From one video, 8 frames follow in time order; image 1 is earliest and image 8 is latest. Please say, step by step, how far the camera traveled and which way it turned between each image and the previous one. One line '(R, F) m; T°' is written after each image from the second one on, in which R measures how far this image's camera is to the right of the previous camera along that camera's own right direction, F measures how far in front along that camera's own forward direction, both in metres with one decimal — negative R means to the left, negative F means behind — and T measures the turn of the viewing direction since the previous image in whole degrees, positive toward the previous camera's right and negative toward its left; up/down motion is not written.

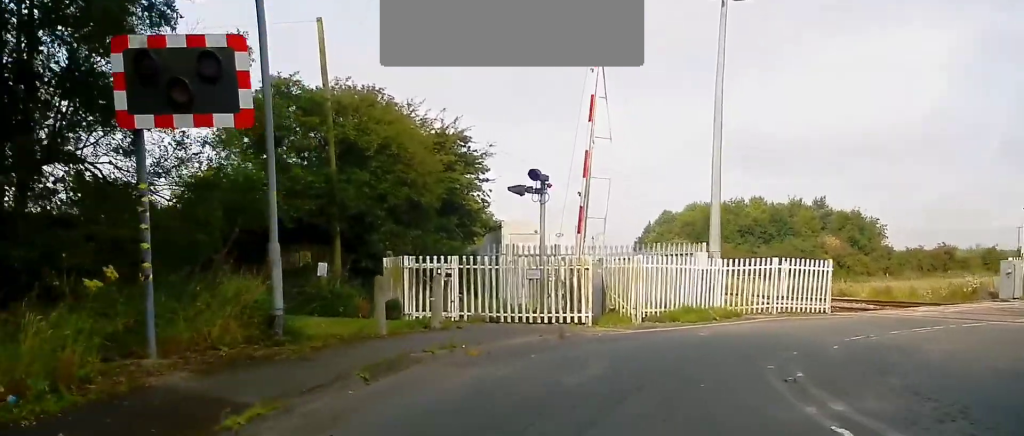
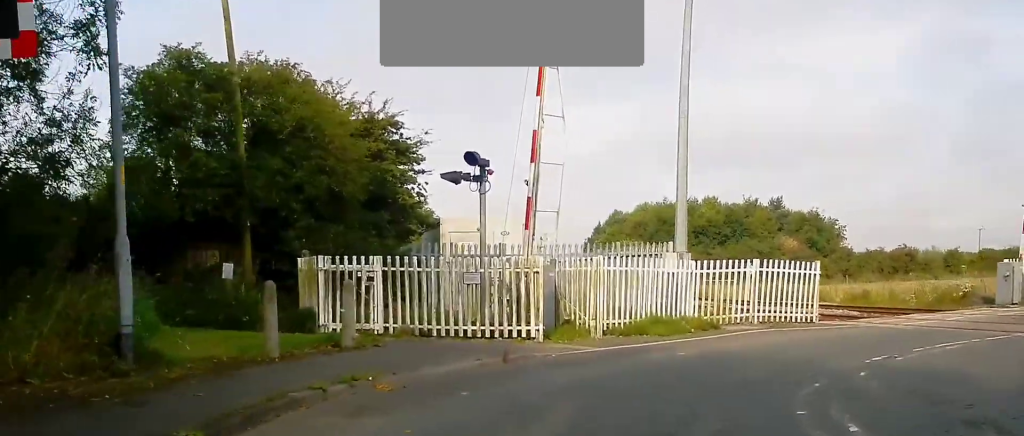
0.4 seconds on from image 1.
(0.0, +3.0) m; +3°
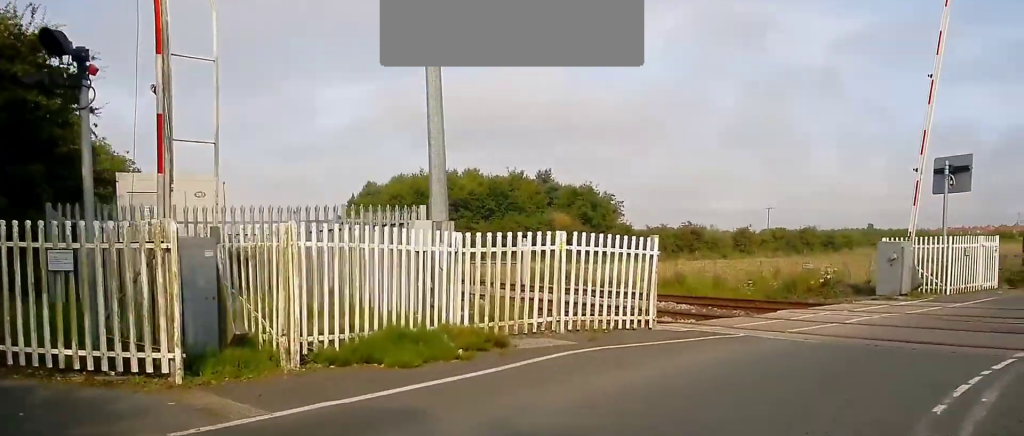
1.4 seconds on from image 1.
(+0.5, +6.8) m; +14°
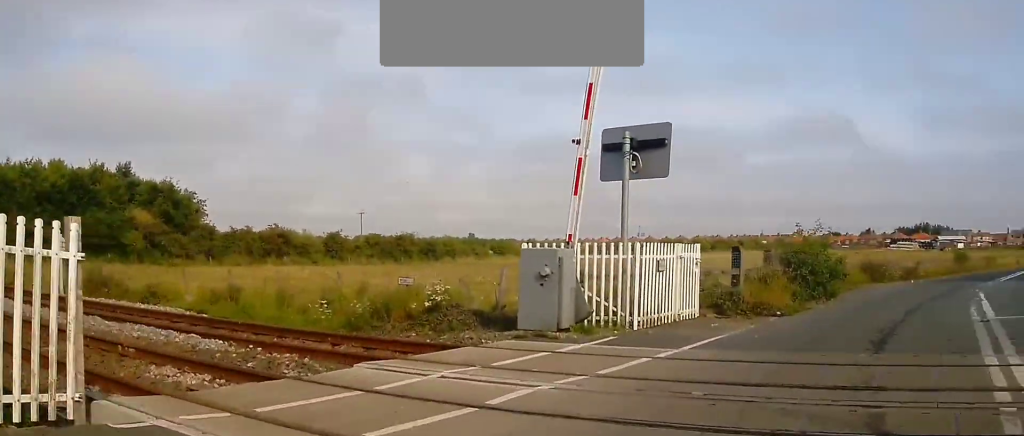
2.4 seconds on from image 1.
(+1.5, +6.8) m; +29°
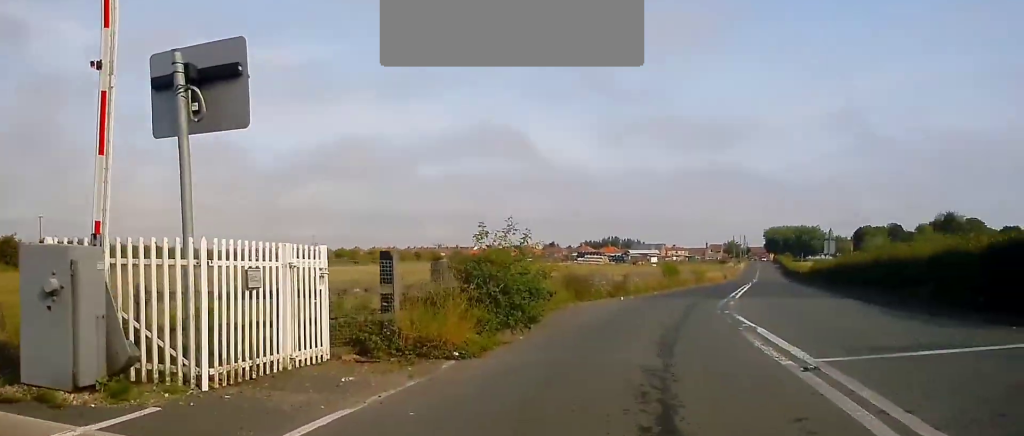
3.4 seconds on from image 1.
(+1.5, +5.5) m; +22°
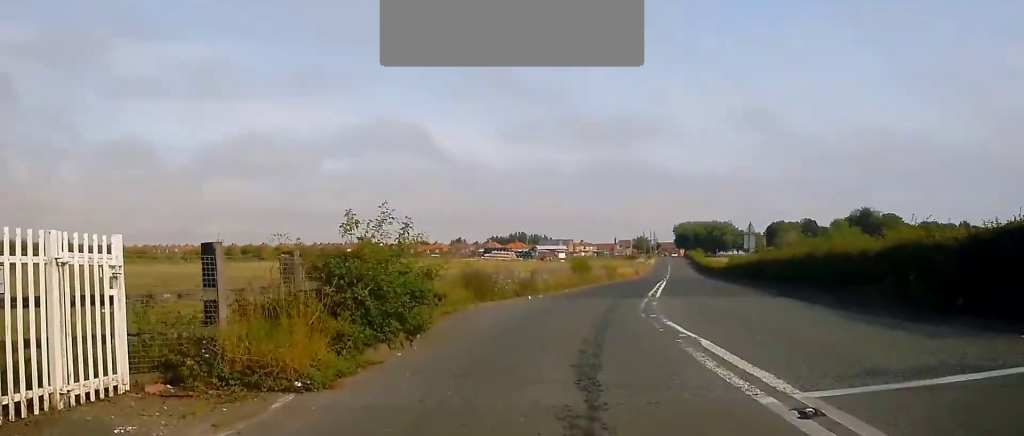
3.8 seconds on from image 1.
(+0.3, +2.8) m; +5°
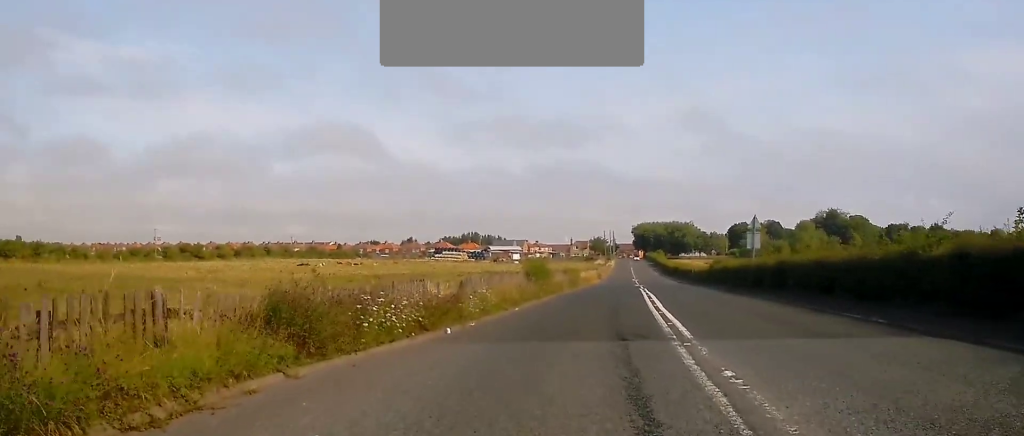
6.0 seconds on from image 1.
(+1.5, +12.7) m; +11°
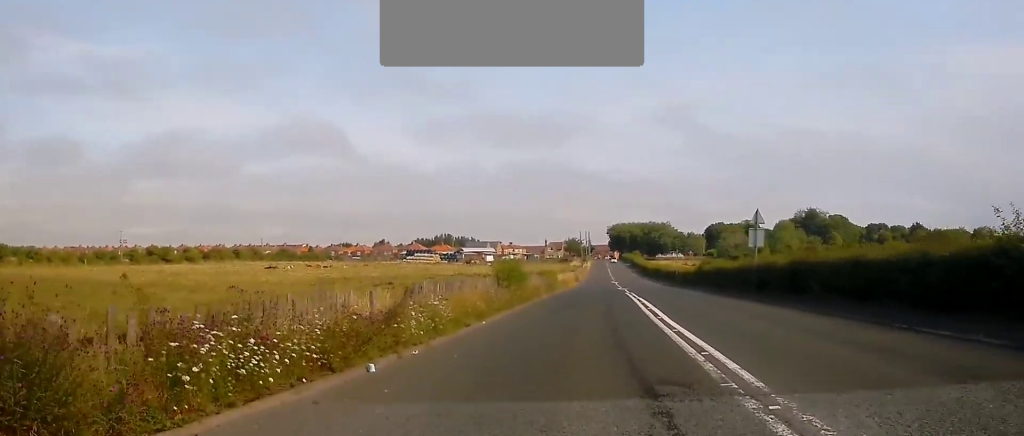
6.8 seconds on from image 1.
(+0.2, +5.2) m; +3°
